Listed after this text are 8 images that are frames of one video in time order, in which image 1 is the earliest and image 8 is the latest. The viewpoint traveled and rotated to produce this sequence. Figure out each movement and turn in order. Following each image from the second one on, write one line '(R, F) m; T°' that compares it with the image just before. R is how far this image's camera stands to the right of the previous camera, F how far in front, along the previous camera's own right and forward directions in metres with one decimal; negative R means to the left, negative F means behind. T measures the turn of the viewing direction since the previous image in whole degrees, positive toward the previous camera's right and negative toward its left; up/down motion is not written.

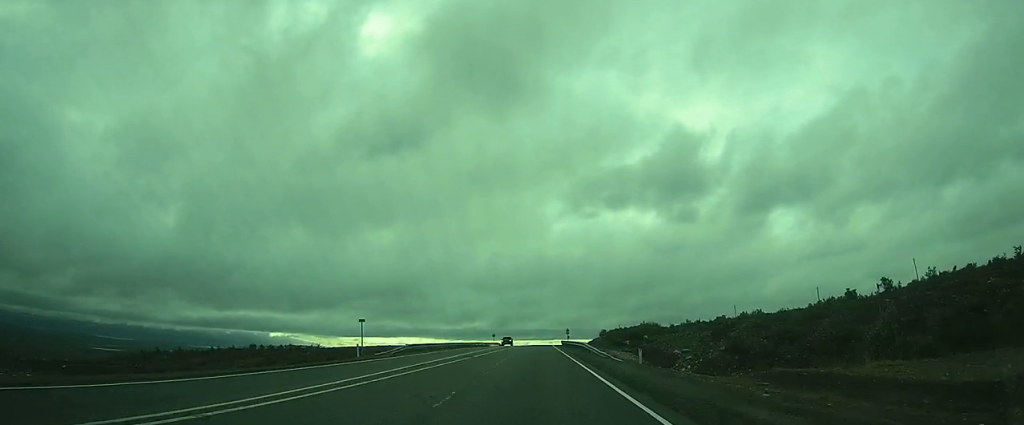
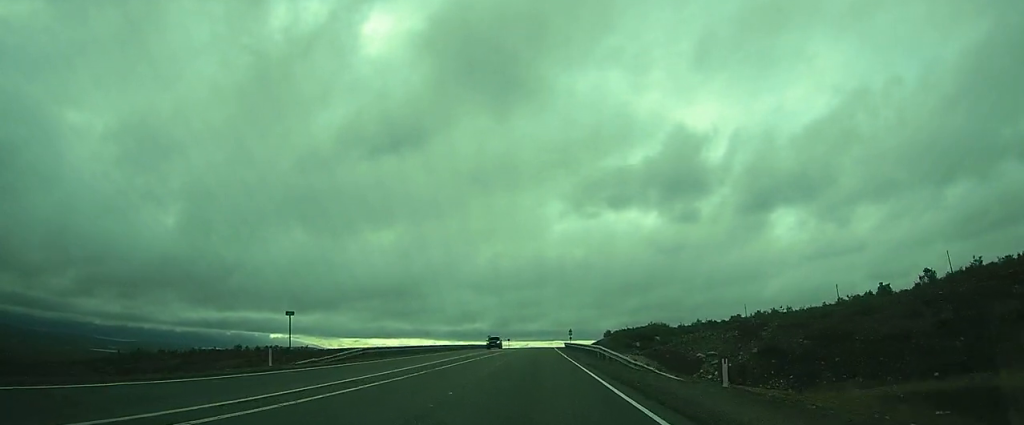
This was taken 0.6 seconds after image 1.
(0.0, +12.1) m; 0°
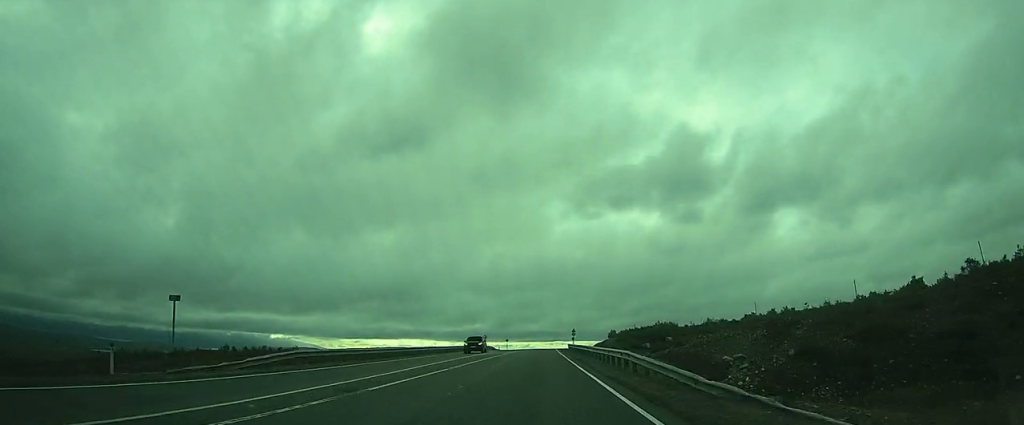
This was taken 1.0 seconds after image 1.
(0.0, +10.0) m; 0°
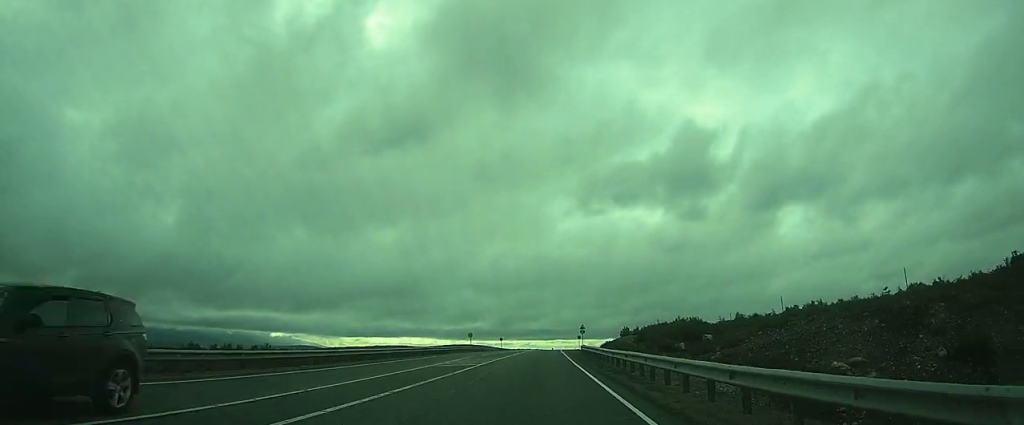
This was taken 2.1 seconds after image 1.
(0.0, +23.7) m; 0°
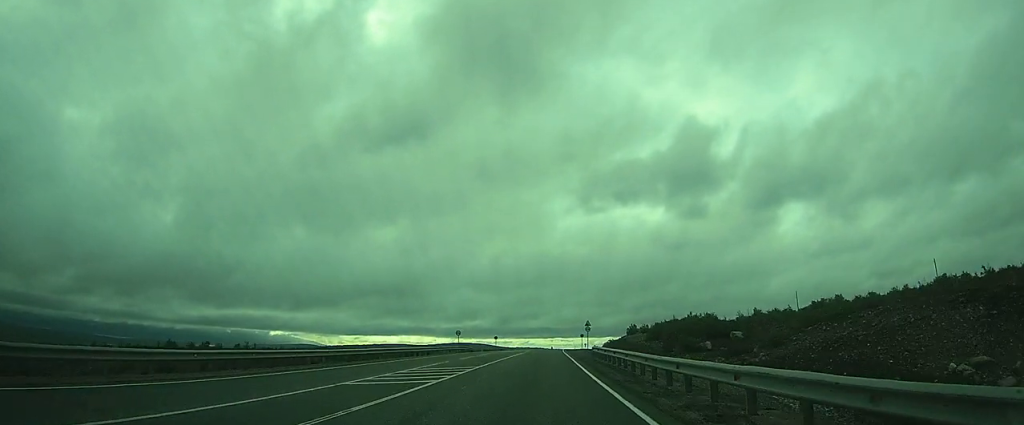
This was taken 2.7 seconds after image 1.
(0.0, +12.3) m; 0°
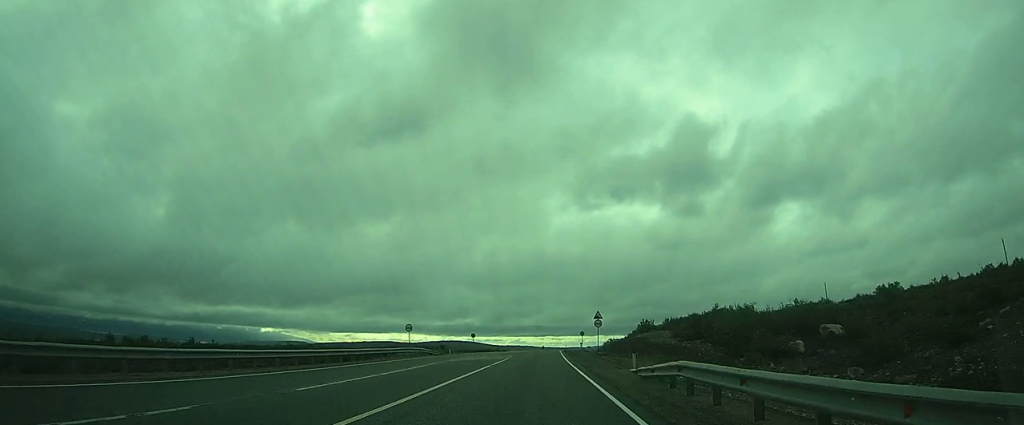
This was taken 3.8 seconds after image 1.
(0.0, +24.7) m; 0°
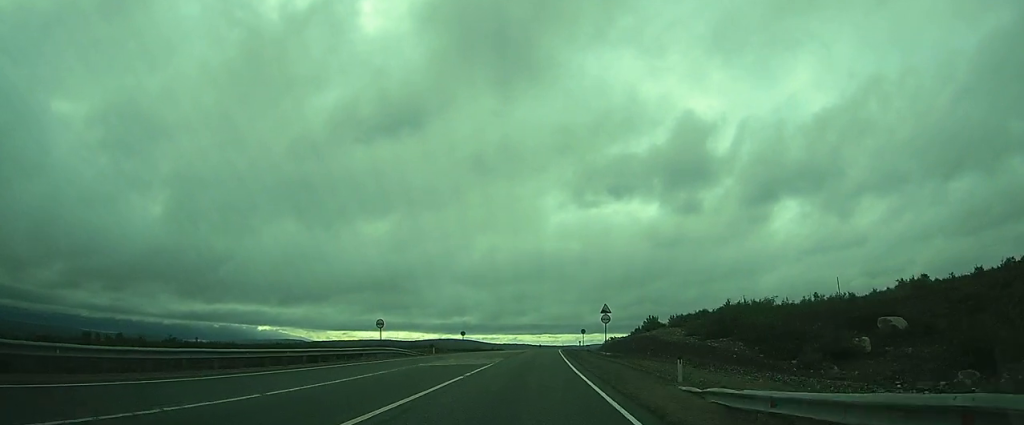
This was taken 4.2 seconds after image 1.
(0.0, +8.7) m; 0°
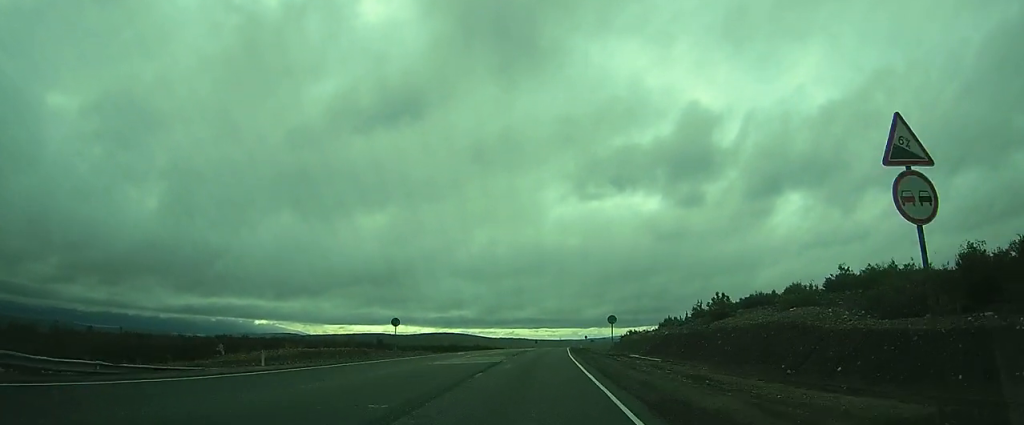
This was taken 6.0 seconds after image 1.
(+0.3, +38.0) m; +1°
